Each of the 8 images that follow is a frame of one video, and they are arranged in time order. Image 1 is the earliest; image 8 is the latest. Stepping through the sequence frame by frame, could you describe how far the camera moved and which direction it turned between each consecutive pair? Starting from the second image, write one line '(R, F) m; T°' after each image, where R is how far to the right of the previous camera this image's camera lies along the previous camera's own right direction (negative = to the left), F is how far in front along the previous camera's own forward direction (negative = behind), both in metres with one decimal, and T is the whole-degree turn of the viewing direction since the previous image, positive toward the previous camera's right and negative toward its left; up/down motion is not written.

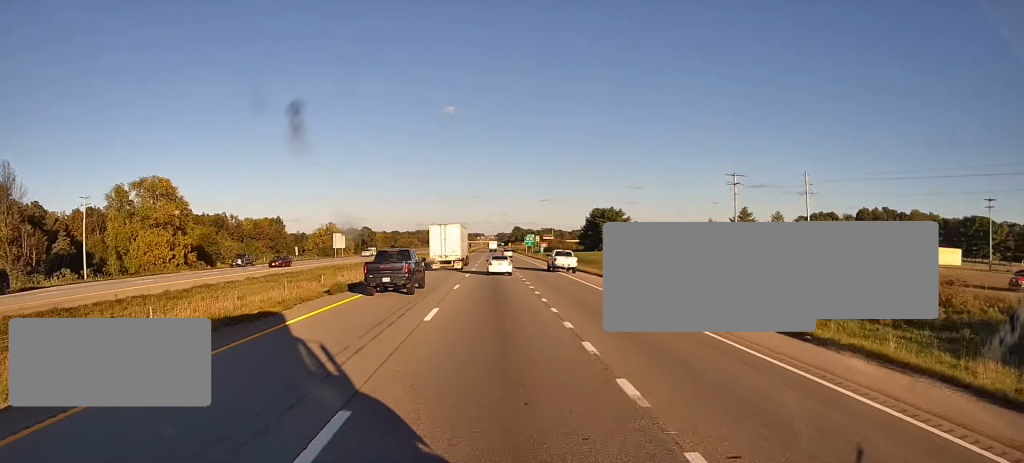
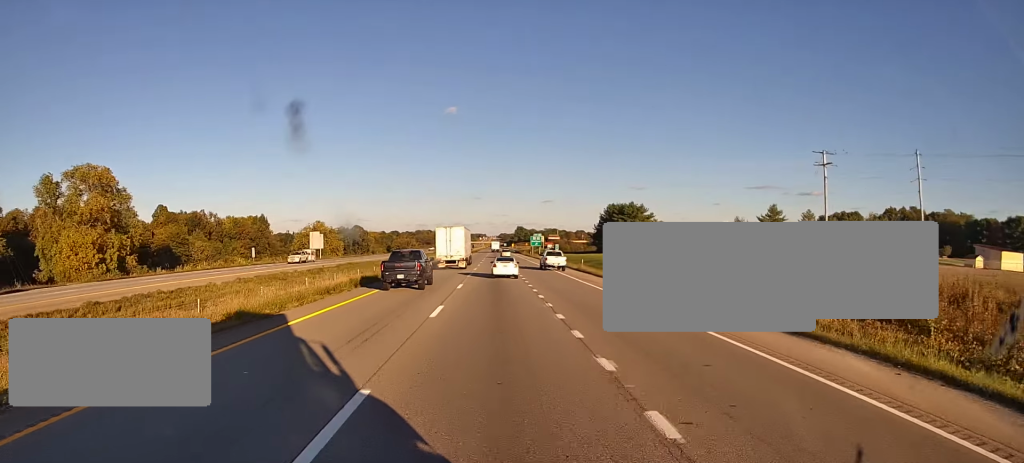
(-0.1, +23.2) m; -1°
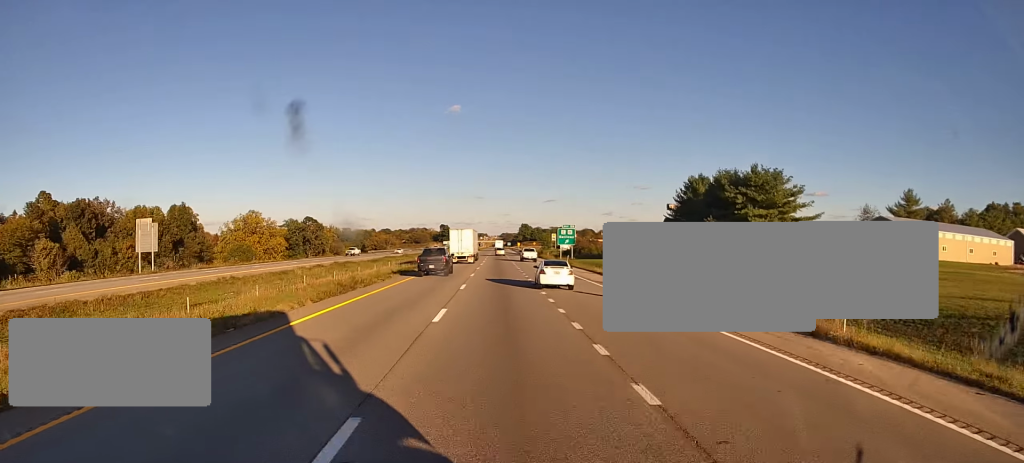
(-1.0, +73.5) m; 0°
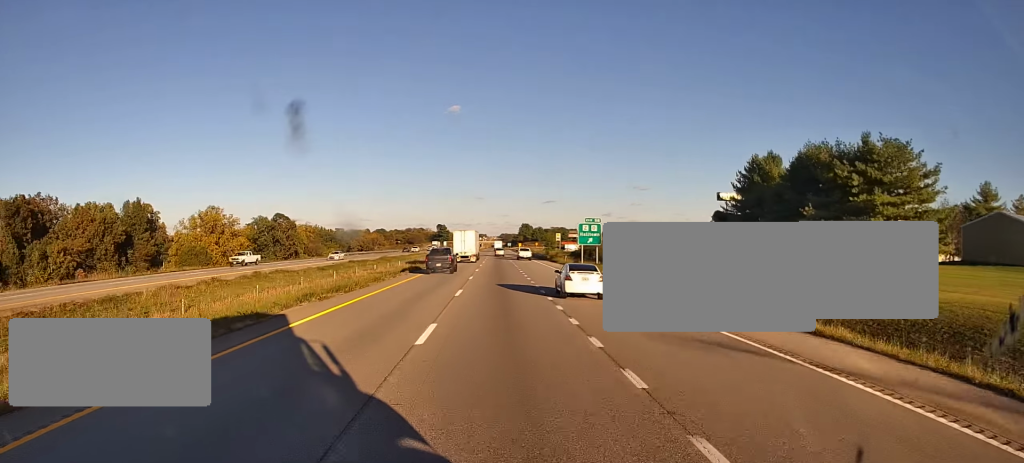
(+0.1, +27.2) m; 0°
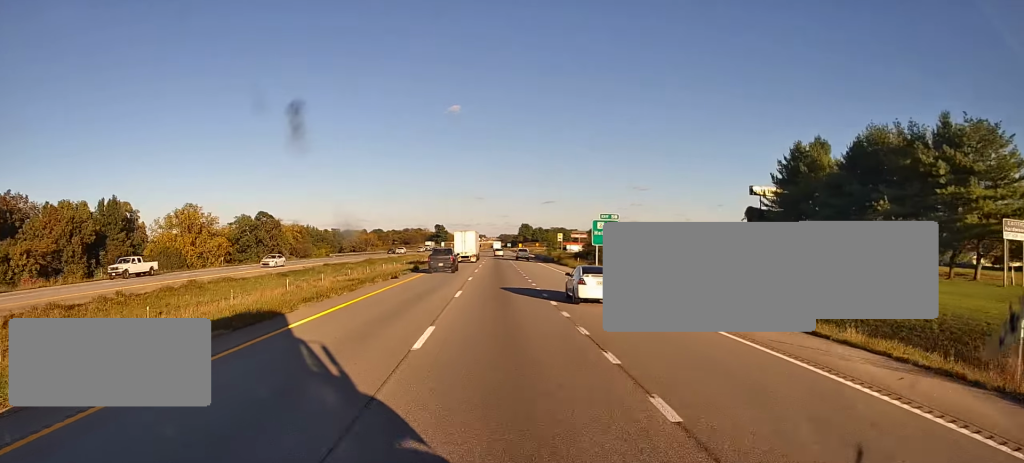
(-0.2, +12.3) m; 0°
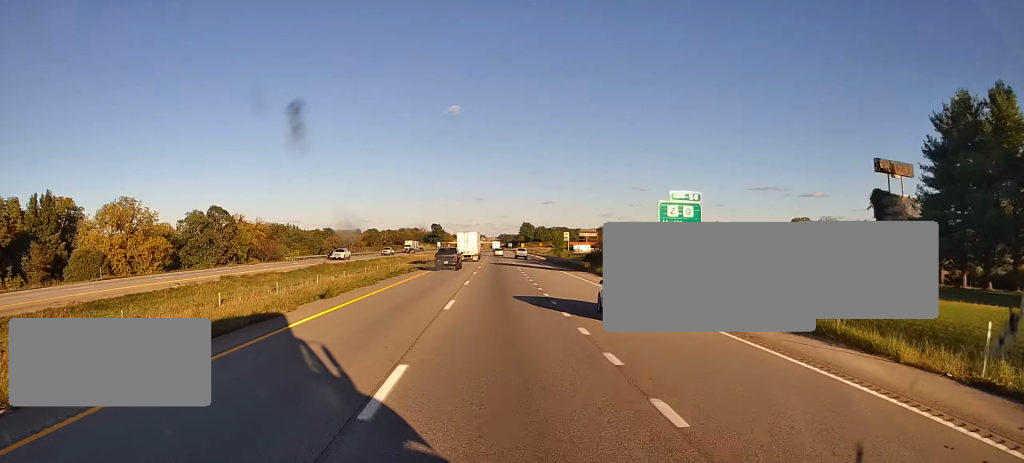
(+0.2, +28.6) m; +1°
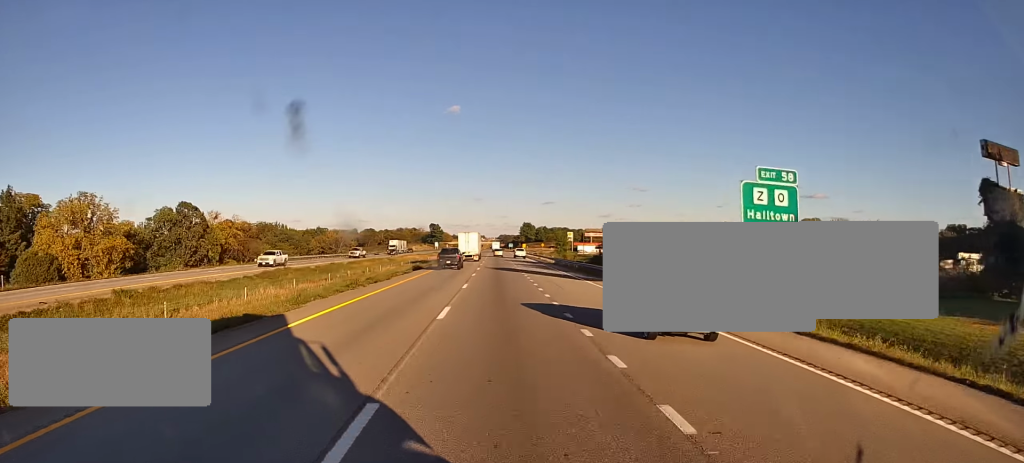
(+0.1, +14.4) m; 0°
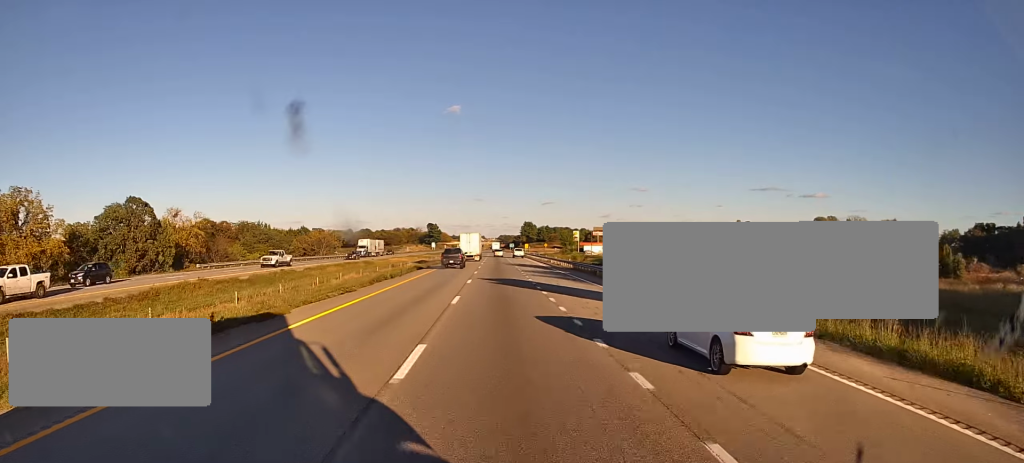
(+0.1, +19.2) m; 0°
